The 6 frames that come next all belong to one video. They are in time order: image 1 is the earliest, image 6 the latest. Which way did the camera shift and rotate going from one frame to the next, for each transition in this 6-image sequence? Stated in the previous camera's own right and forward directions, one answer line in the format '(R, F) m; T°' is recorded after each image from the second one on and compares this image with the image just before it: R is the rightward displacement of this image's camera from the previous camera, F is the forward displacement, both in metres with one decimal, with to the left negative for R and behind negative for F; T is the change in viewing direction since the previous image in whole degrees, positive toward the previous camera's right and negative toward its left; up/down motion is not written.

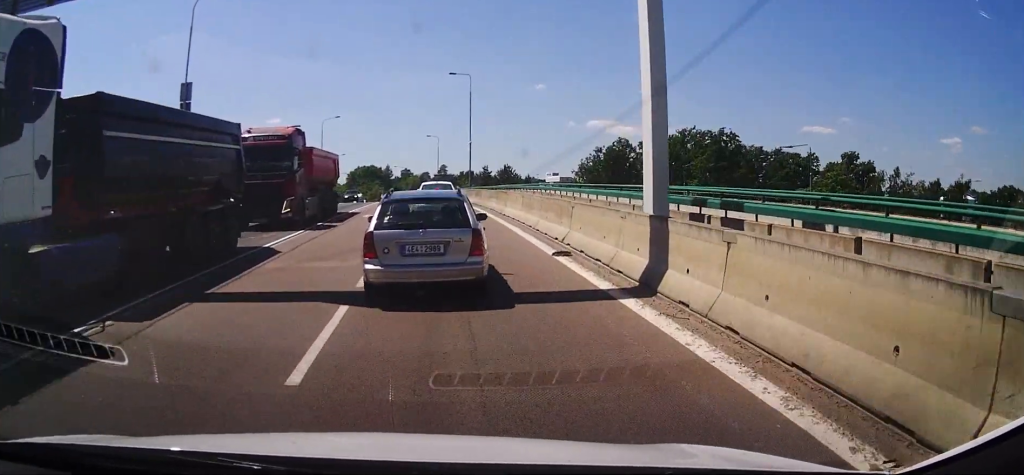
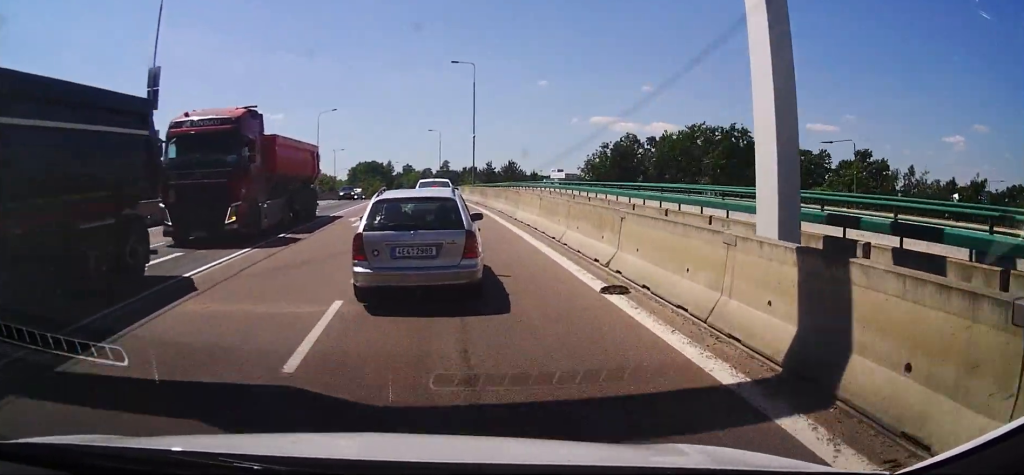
(-0.1, +4.3) m; -1°
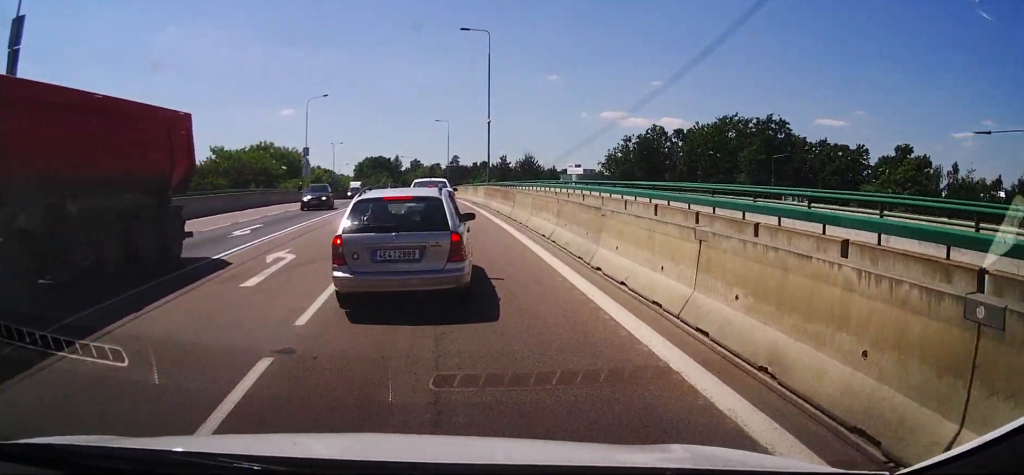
(-0.2, +12.4) m; -3°
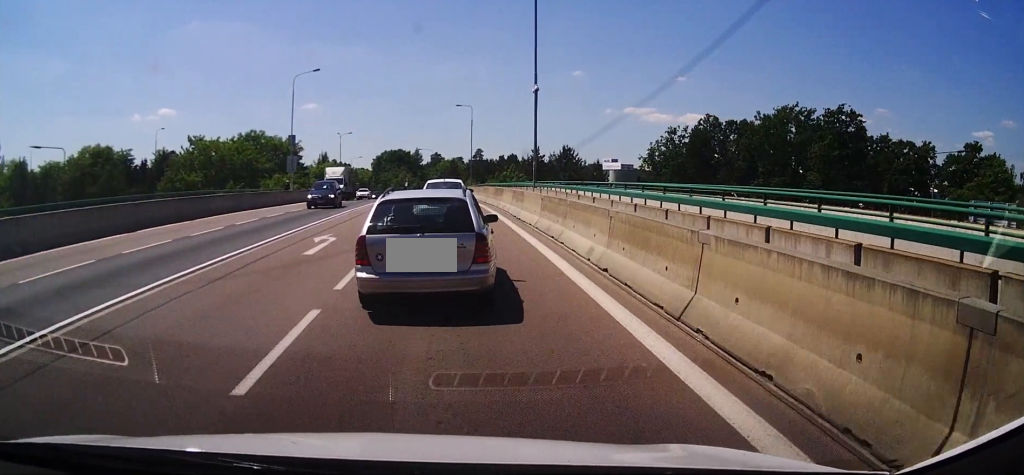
(-0.3, +16.4) m; -3°
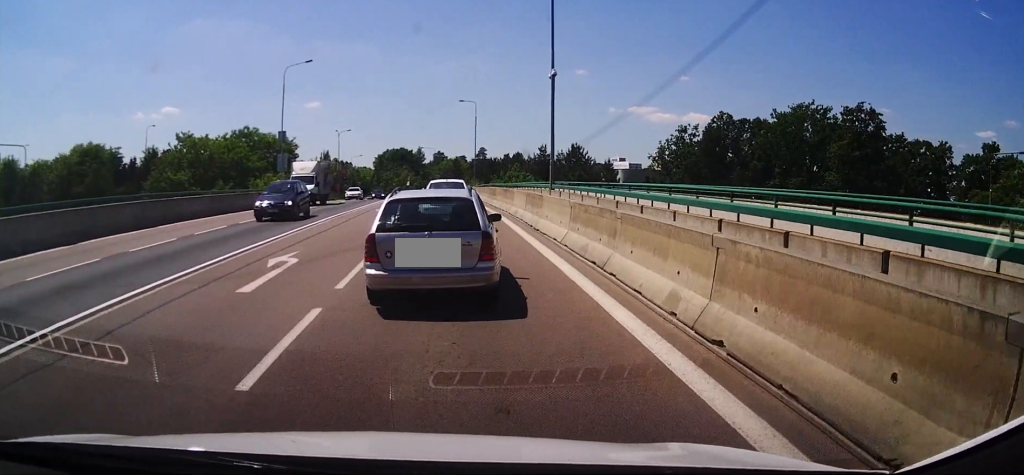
(-0.3, +4.5) m; 0°
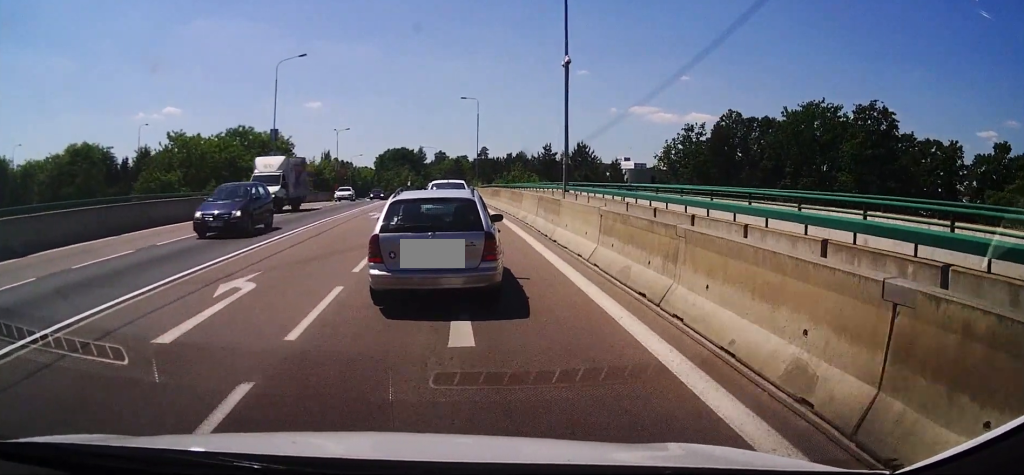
(-0.1, +2.8) m; 0°
